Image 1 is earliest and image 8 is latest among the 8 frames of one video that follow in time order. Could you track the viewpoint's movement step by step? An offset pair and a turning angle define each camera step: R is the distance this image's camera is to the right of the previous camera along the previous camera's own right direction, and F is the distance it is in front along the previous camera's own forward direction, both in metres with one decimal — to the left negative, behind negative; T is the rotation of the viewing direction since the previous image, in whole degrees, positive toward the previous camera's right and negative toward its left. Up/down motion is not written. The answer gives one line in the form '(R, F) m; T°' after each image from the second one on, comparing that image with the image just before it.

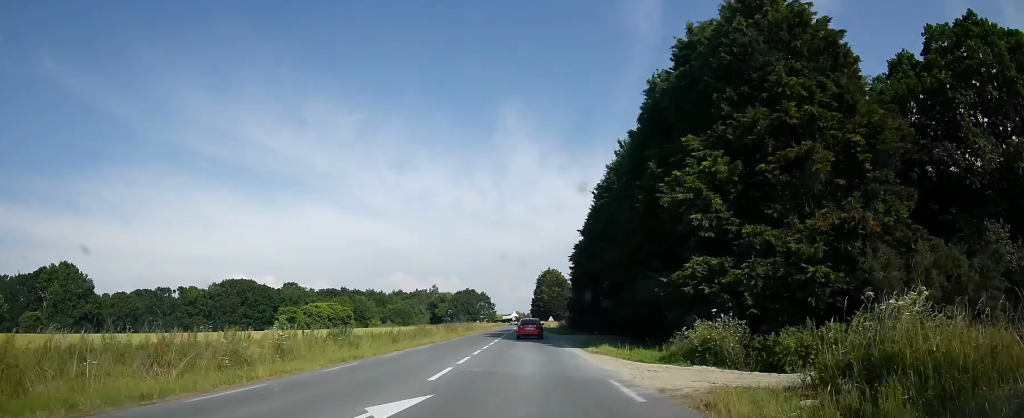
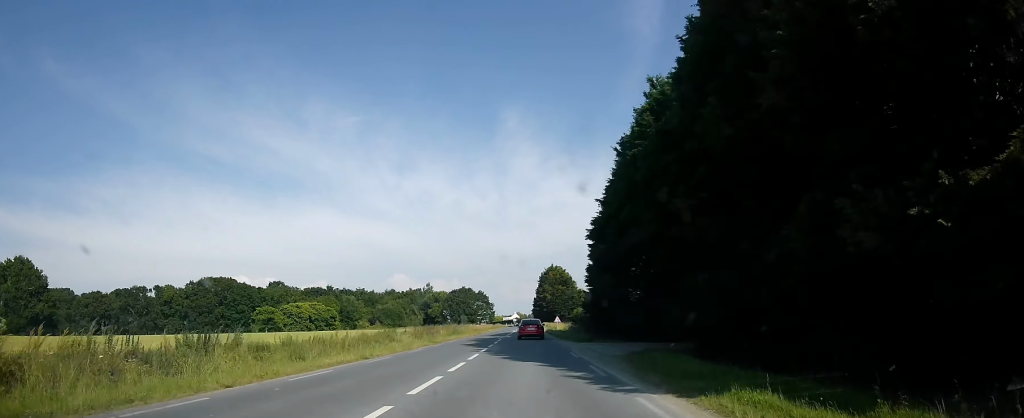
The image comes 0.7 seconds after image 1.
(0.0, +15.6) m; 0°
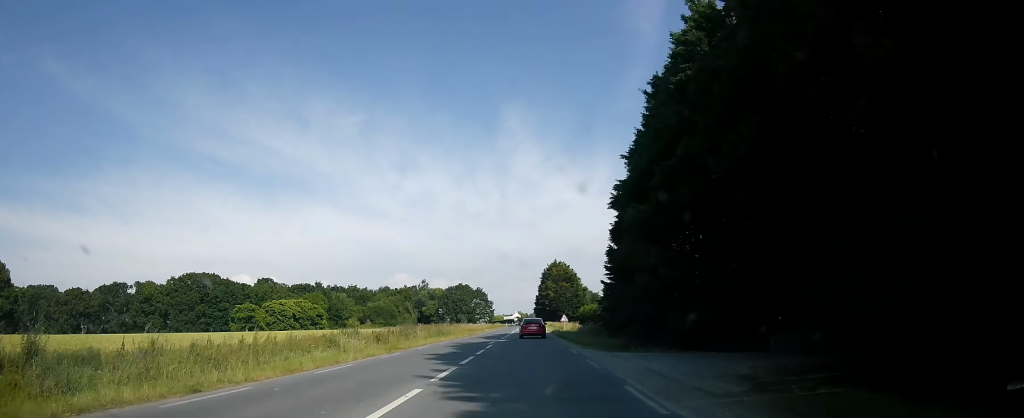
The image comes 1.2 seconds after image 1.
(0.0, +11.7) m; 0°
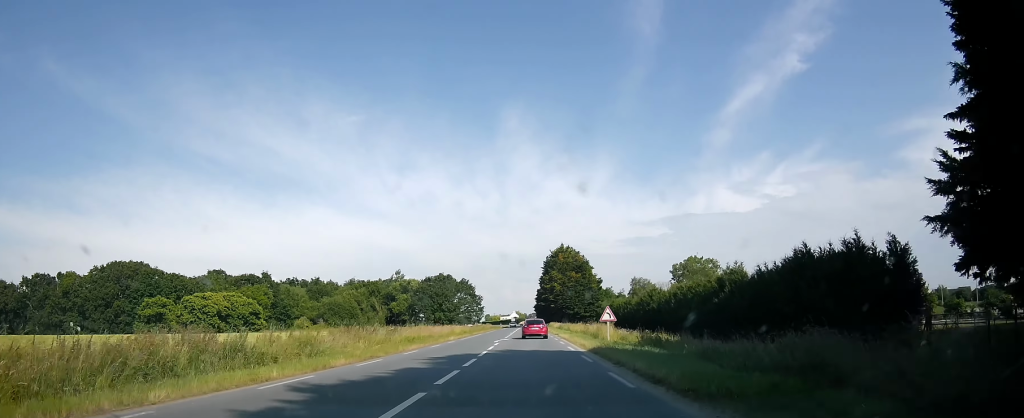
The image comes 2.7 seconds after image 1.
(0.0, +36.4) m; 0°
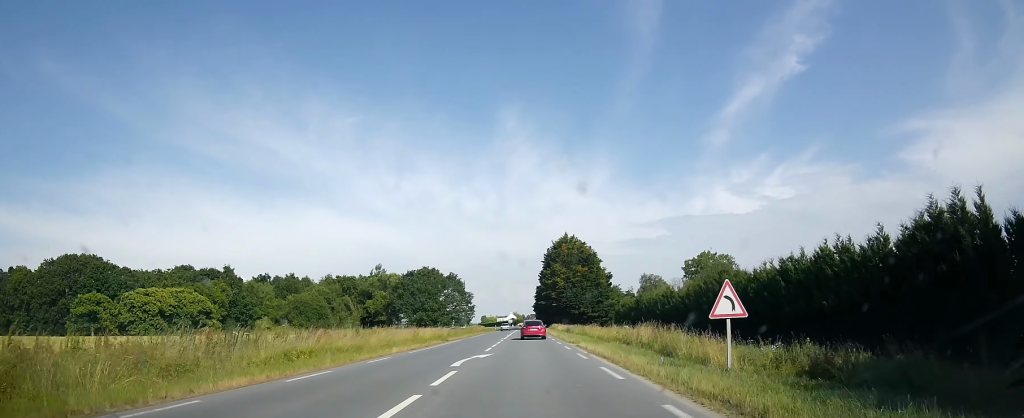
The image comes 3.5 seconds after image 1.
(0.0, +18.2) m; 0°
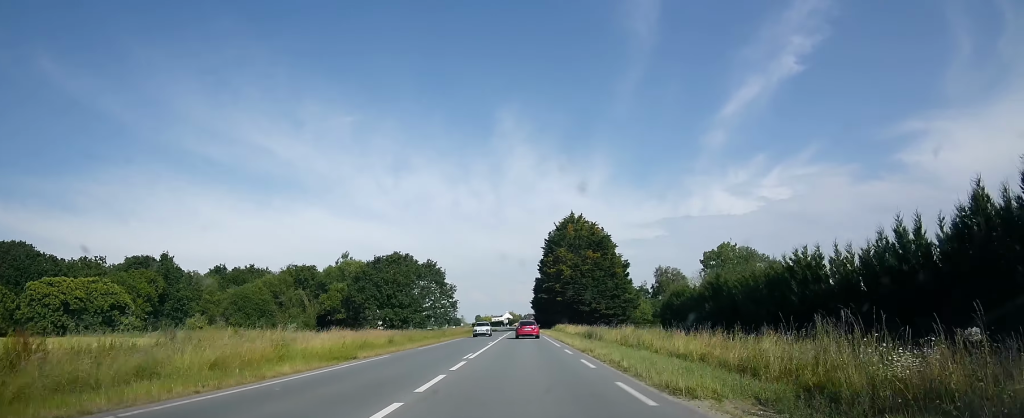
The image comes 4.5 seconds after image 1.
(0.0, +22.3) m; 0°
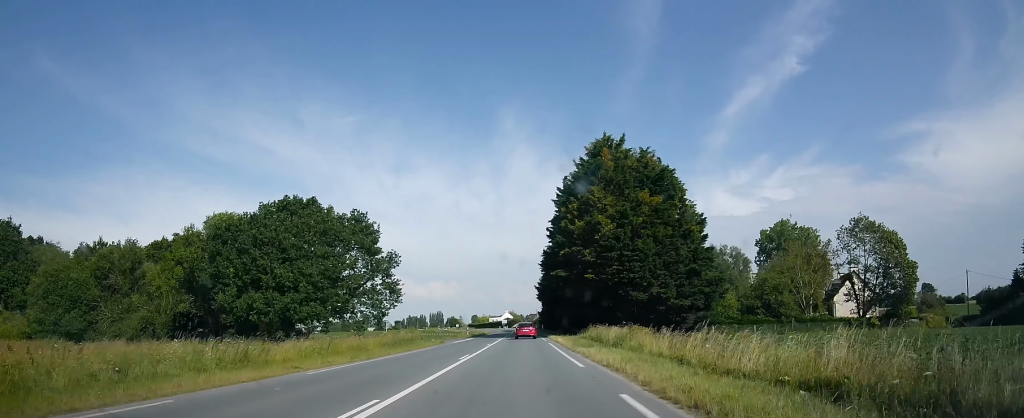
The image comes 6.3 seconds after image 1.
(+0.3, +39.5) m; +2°
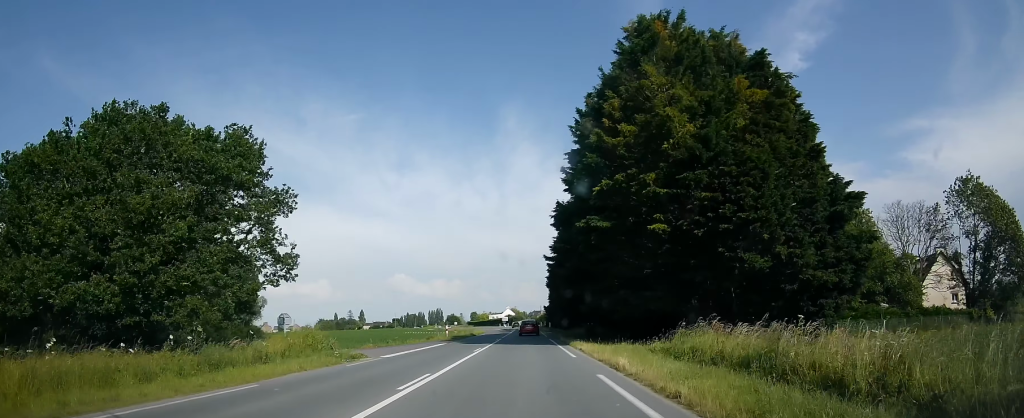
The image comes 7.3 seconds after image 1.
(+0.2, +22.3) m; -2°
